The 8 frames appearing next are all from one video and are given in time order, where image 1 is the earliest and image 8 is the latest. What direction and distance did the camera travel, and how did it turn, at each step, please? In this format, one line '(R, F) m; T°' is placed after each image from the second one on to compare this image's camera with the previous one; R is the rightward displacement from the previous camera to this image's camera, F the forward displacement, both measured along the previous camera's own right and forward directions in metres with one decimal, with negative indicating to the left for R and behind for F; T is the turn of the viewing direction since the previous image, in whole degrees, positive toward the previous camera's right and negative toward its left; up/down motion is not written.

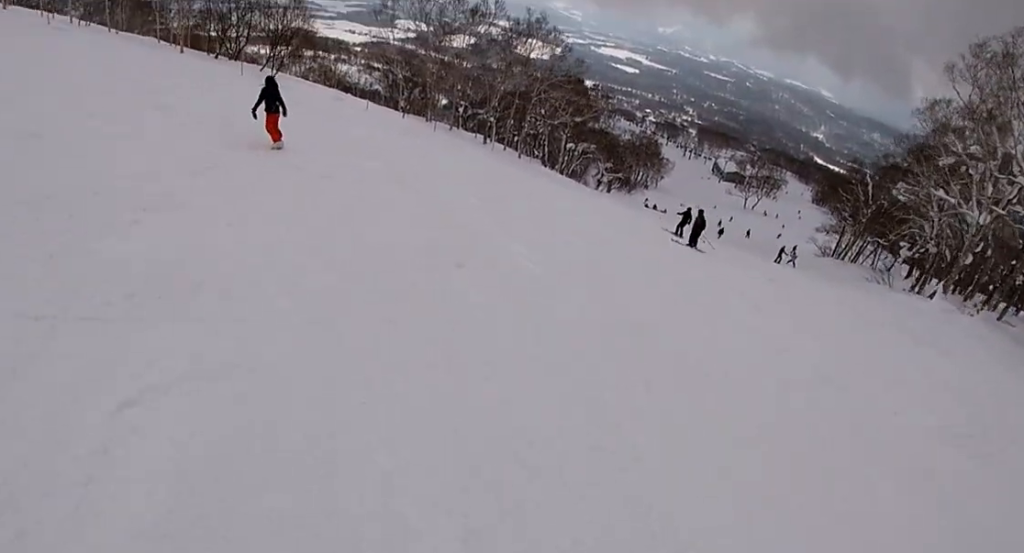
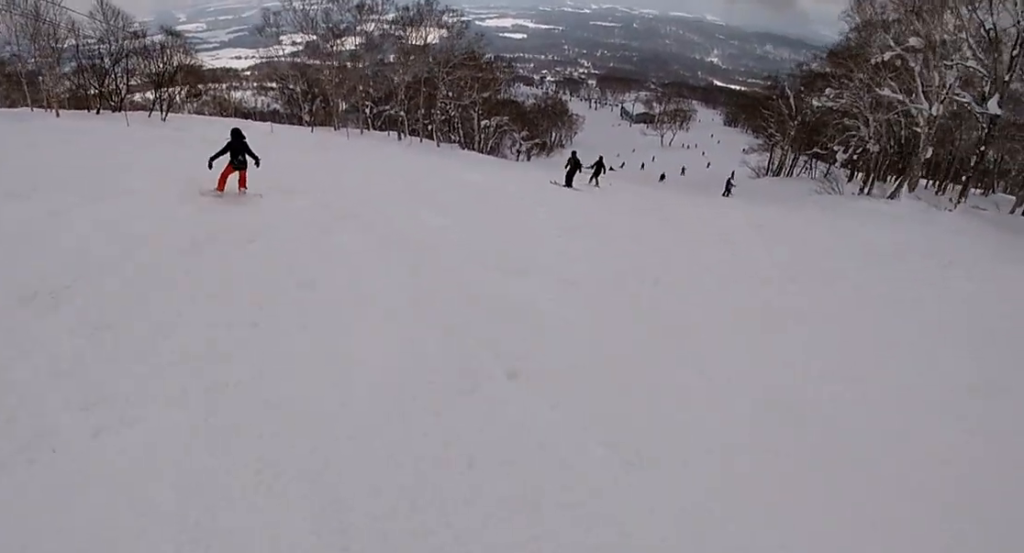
(-1.0, +2.9) m; +7°
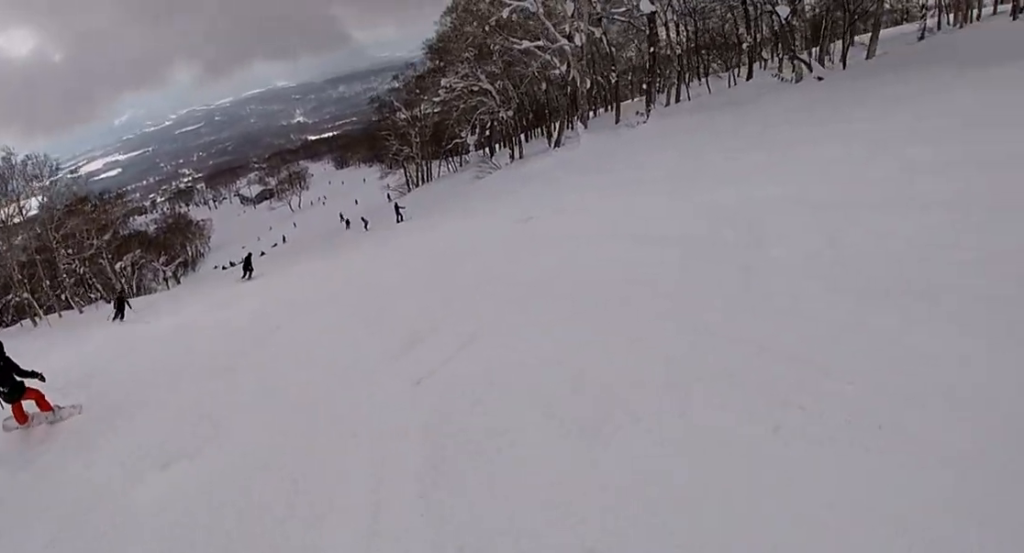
(+2.3, +5.6) m; +34°
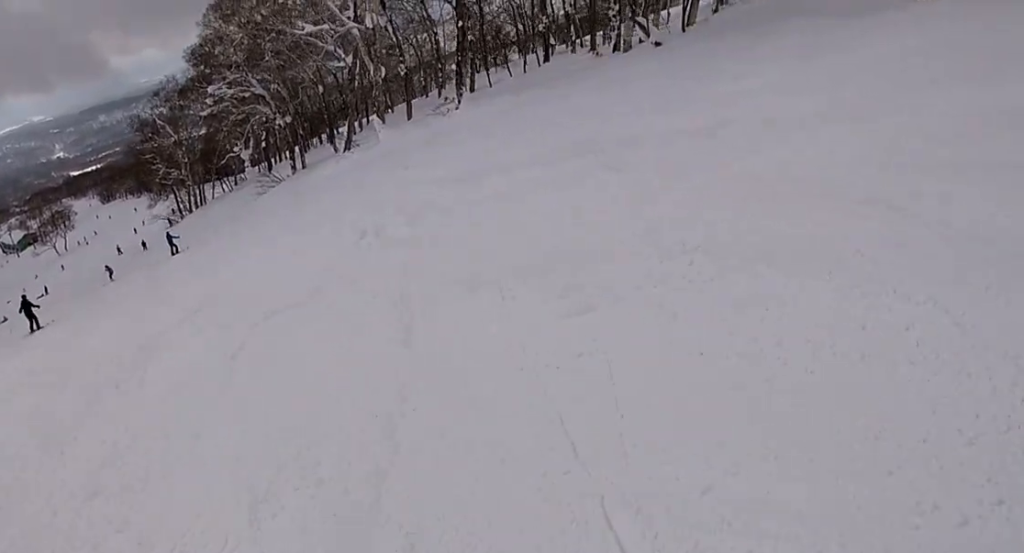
(+0.4, +4.7) m; +11°
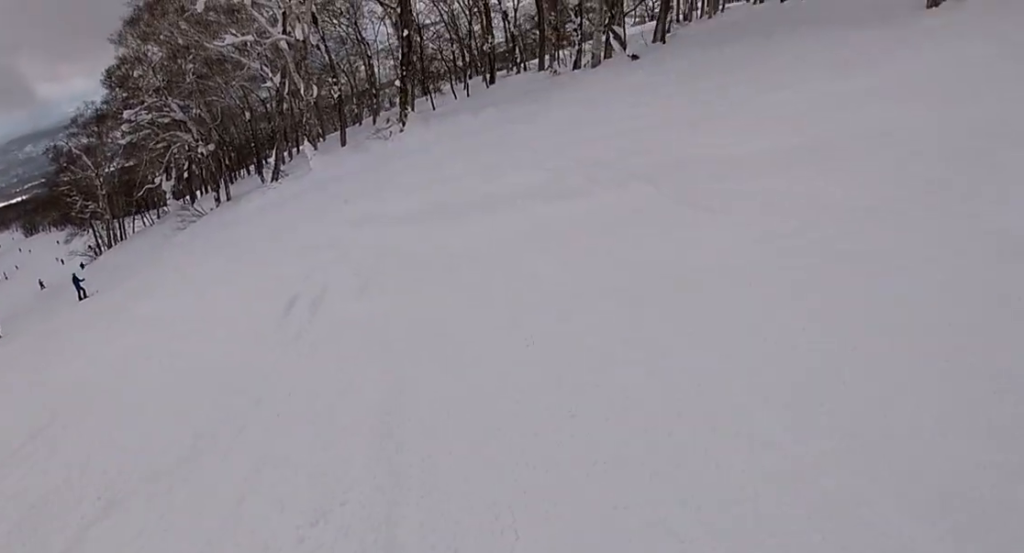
(+0.4, +3.3) m; +8°
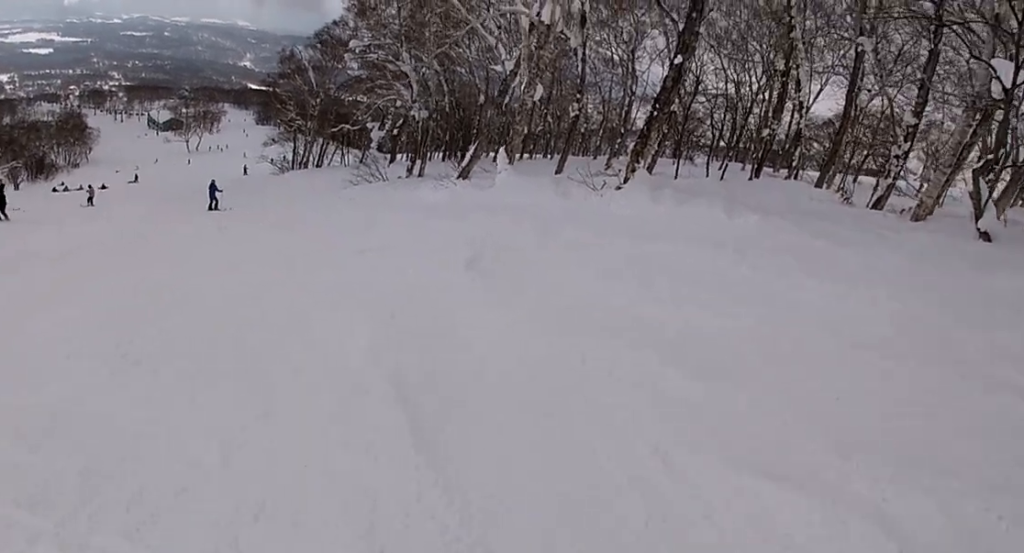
(+0.8, +6.7) m; -11°
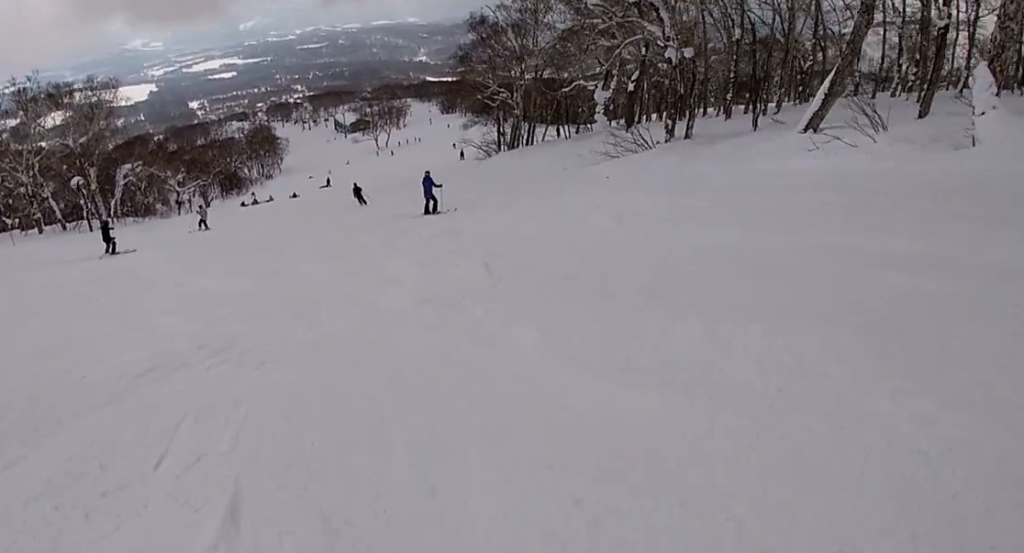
(-5.3, +10.3) m; -24°
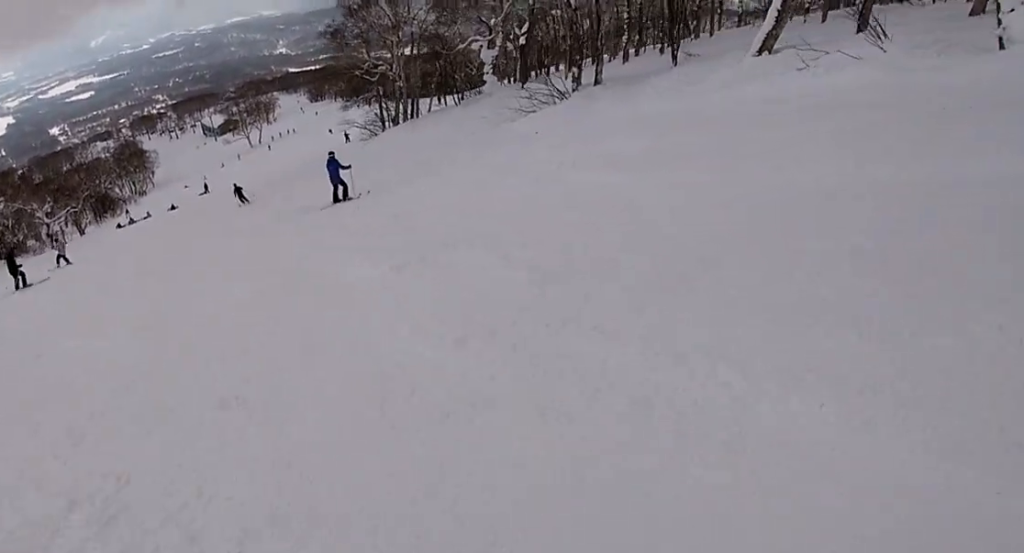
(+0.4, +3.1) m; 0°
